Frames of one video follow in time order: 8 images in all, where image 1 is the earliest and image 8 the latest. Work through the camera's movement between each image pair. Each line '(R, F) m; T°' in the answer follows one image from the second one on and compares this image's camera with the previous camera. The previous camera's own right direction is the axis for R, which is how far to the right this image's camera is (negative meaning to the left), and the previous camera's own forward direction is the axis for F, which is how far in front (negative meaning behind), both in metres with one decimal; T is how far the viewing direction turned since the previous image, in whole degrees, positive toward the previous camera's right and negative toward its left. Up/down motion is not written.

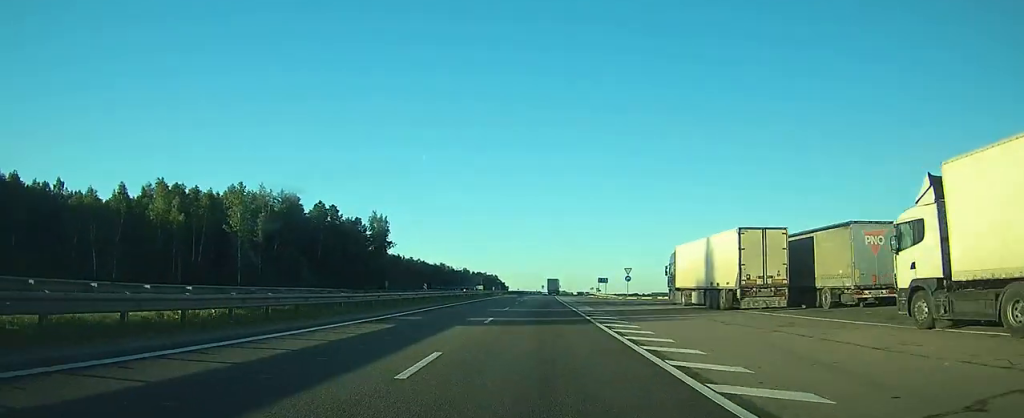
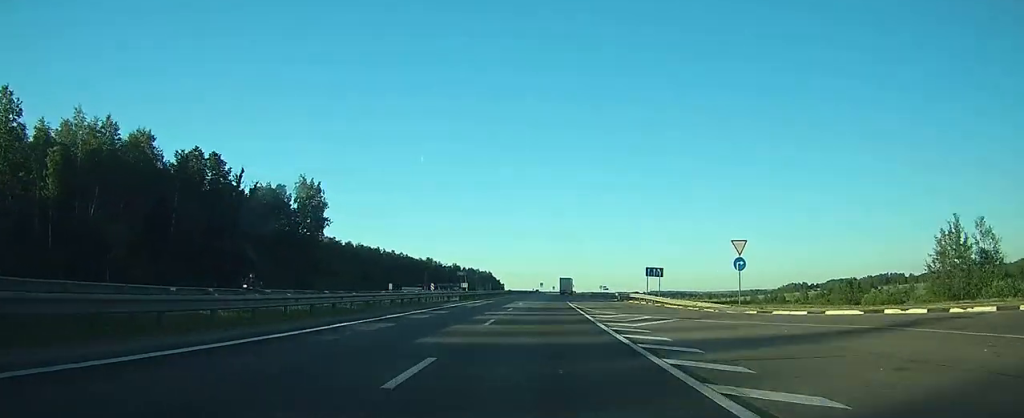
(+0.2, +49.0) m; +1°
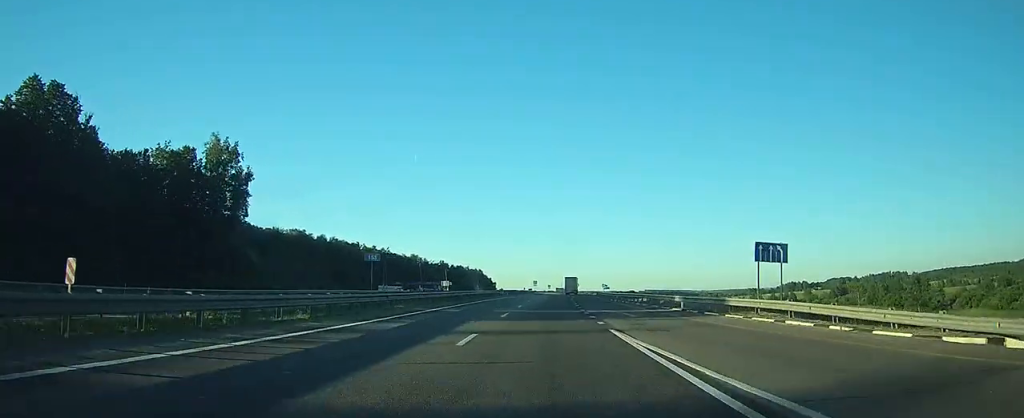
(+0.1, +30.7) m; 0°
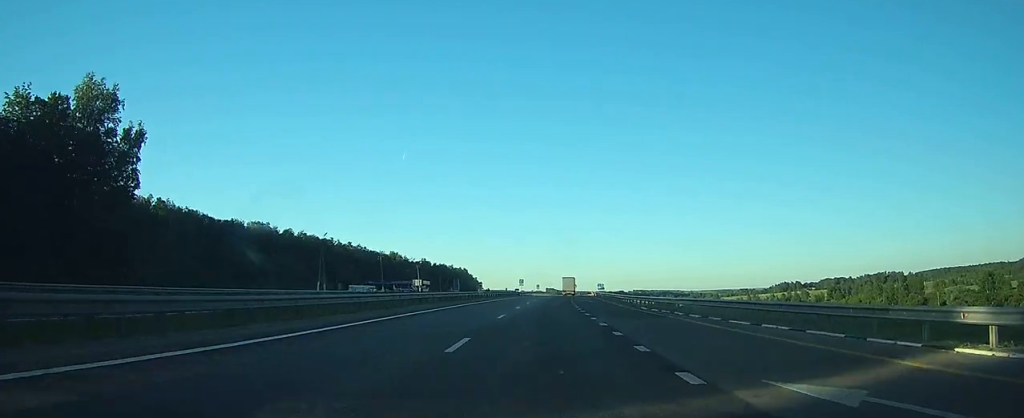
(0.0, +25.2) m; 0°
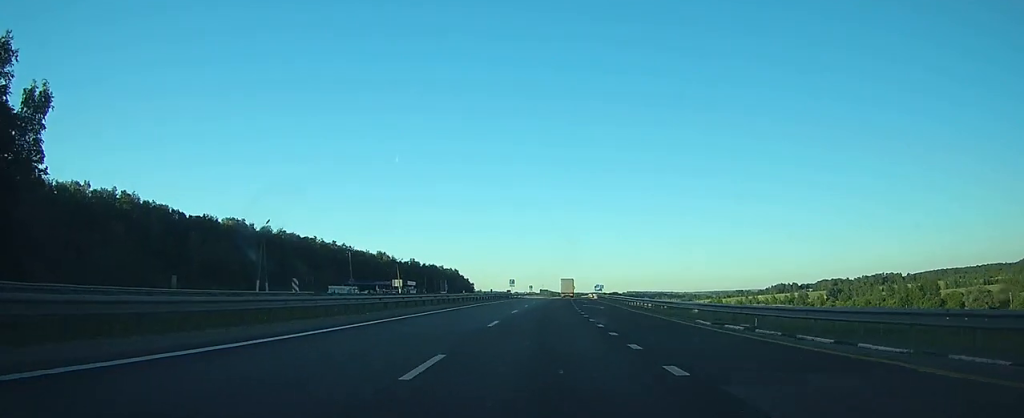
(0.0, +15.3) m; +1°
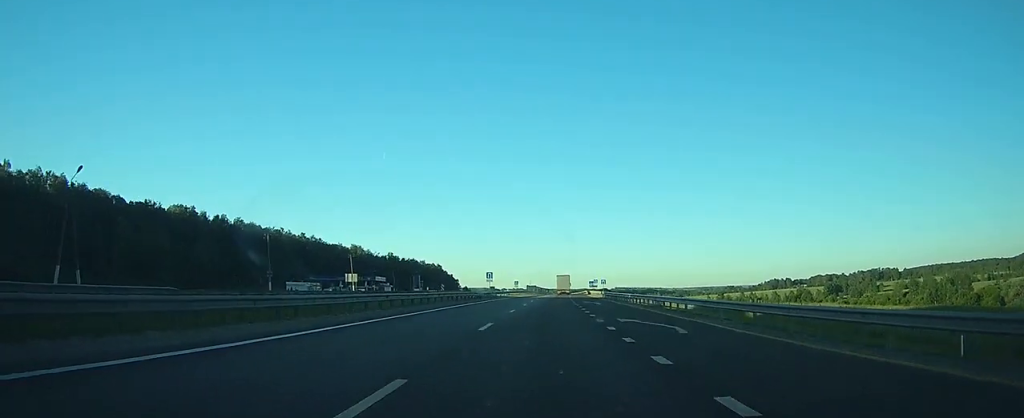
(+0.2, +27.1) m; +1°
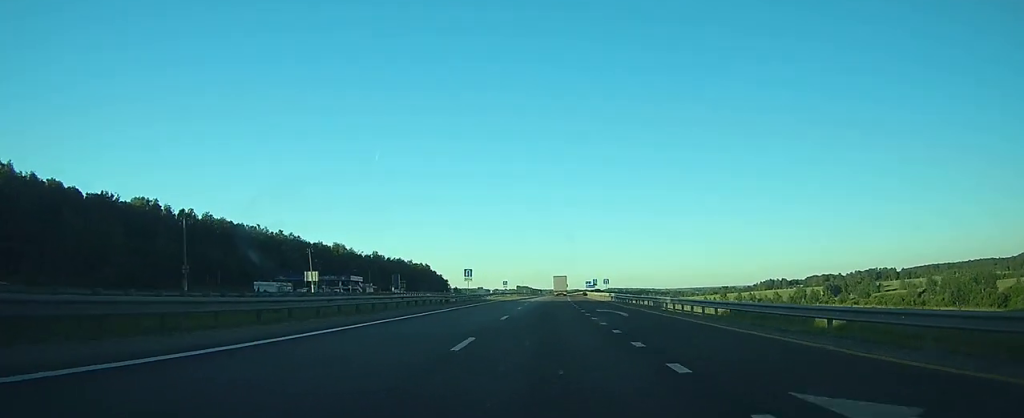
(+0.2, +17.2) m; +1°
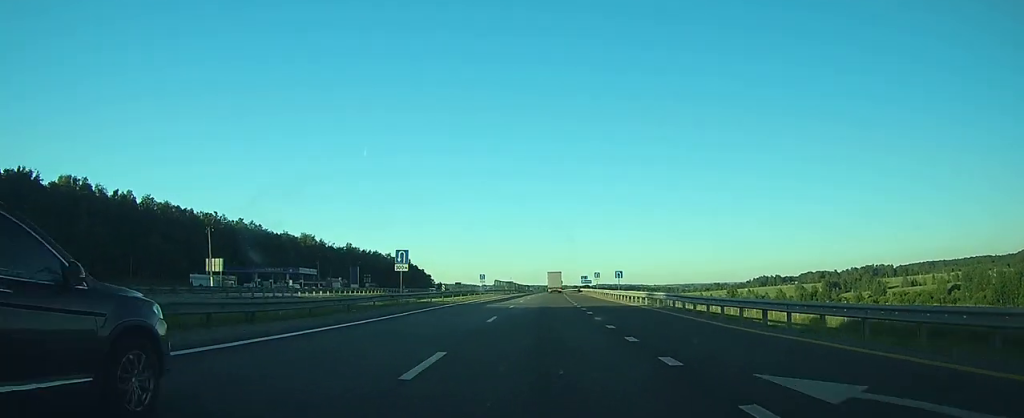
(+0.4, +28.0) m; +1°
